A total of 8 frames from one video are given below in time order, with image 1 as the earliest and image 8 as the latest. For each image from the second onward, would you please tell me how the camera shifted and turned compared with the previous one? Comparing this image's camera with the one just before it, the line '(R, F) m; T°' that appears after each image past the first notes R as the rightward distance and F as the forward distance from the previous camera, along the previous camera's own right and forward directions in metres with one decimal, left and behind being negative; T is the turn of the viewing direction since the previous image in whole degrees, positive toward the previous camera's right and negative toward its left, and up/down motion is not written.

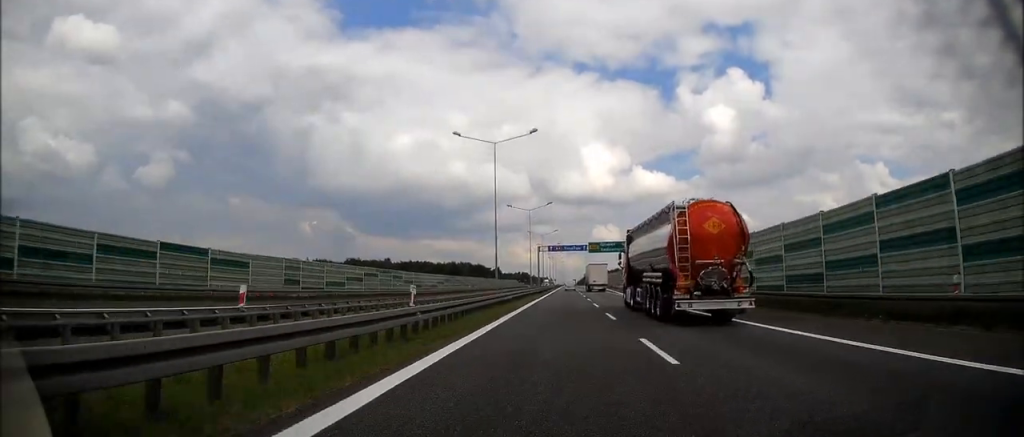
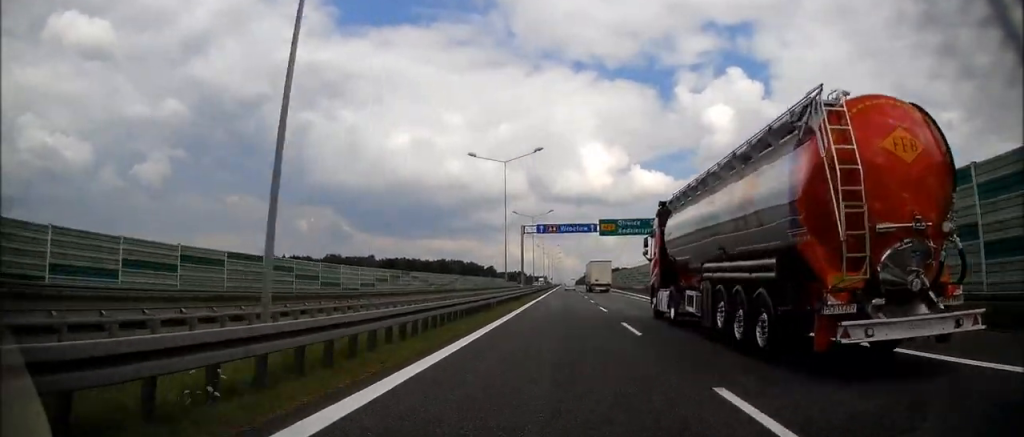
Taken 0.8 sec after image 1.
(+0.3, +31.1) m; 0°
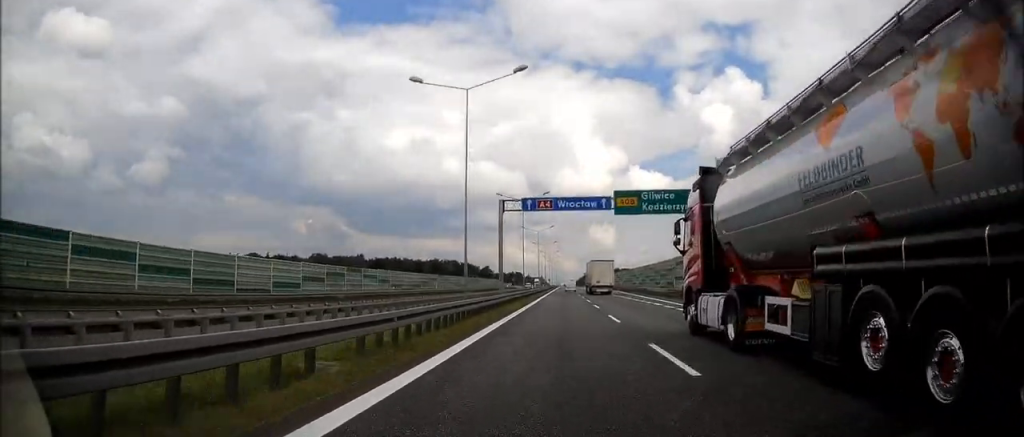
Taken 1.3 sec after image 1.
(0.0, +18.7) m; 0°
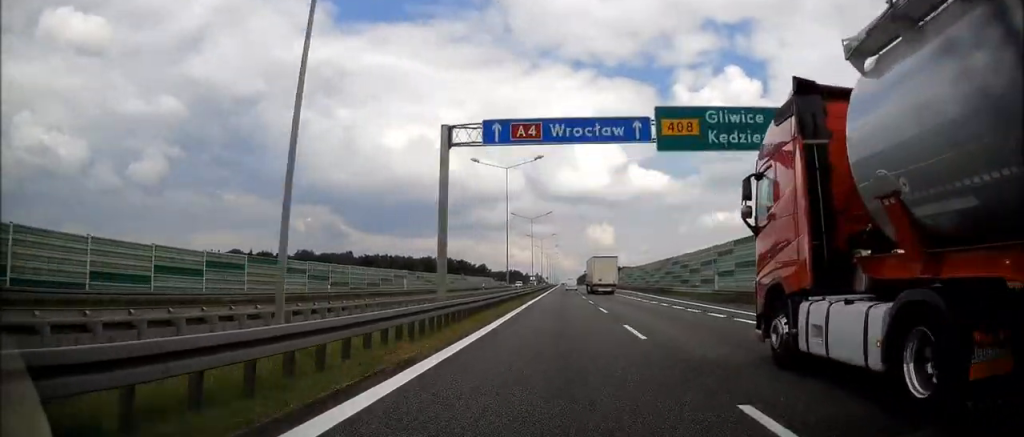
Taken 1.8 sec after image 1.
(0.0, +18.6) m; 0°
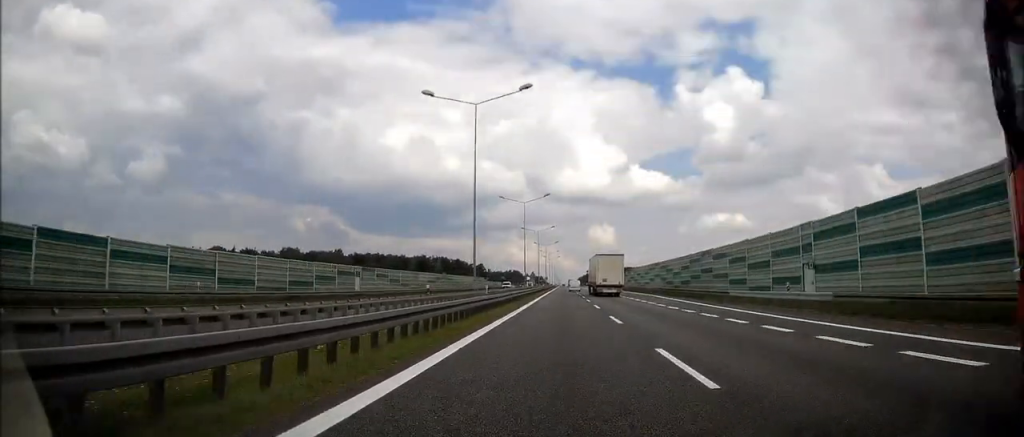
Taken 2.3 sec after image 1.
(0.0, +18.6) m; 0°
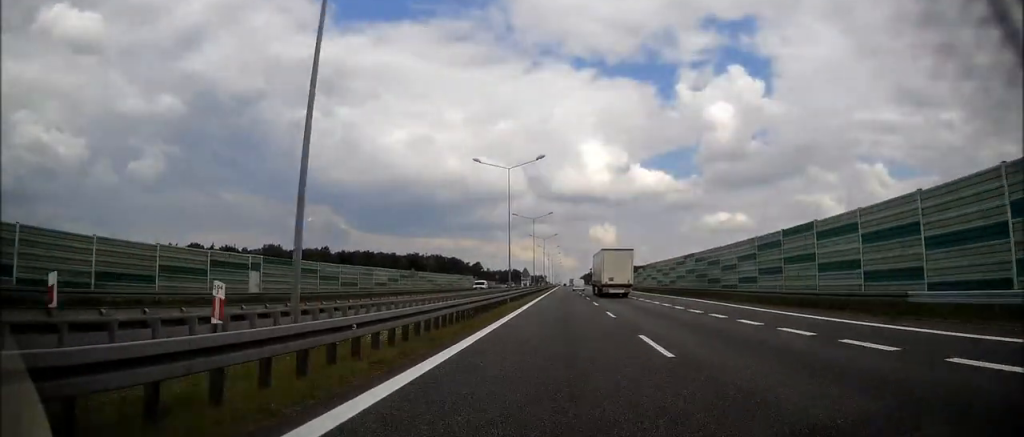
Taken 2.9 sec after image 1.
(-0.1, +21.1) m; 0°
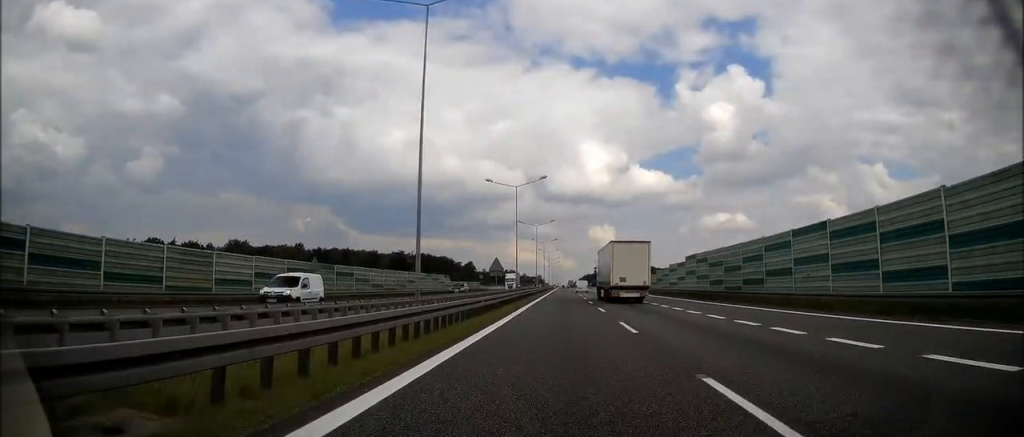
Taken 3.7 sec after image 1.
(+0.1, +31.0) m; 0°
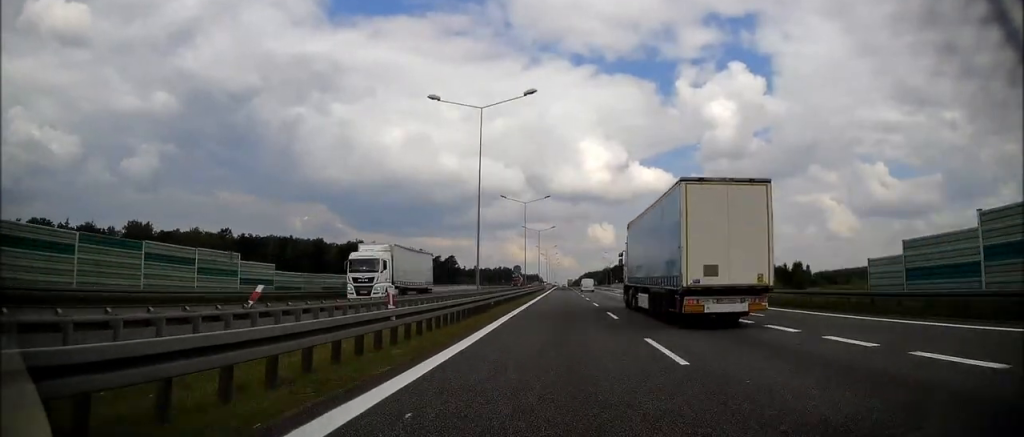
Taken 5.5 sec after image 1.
(-0.1, +66.9) m; 0°
